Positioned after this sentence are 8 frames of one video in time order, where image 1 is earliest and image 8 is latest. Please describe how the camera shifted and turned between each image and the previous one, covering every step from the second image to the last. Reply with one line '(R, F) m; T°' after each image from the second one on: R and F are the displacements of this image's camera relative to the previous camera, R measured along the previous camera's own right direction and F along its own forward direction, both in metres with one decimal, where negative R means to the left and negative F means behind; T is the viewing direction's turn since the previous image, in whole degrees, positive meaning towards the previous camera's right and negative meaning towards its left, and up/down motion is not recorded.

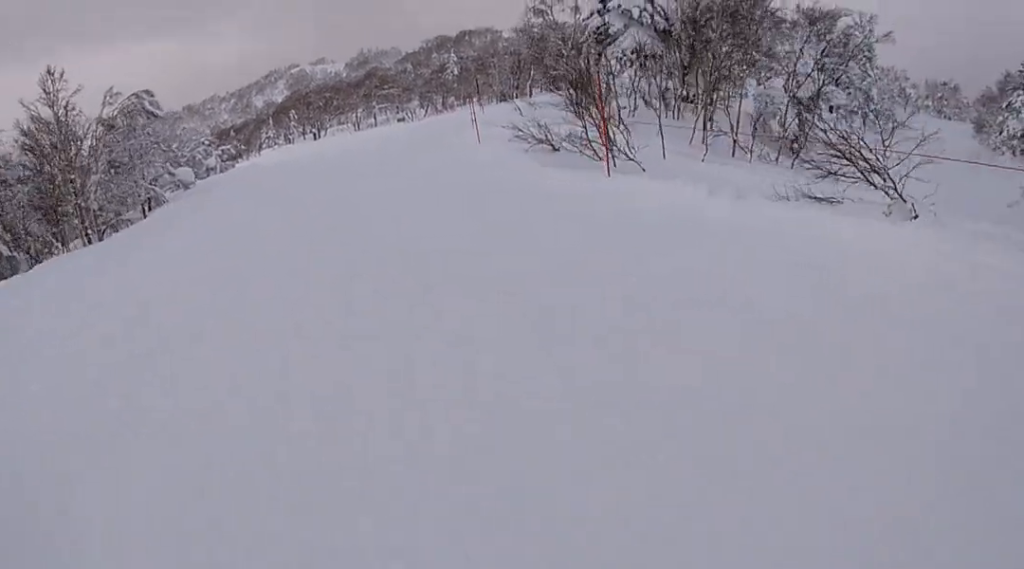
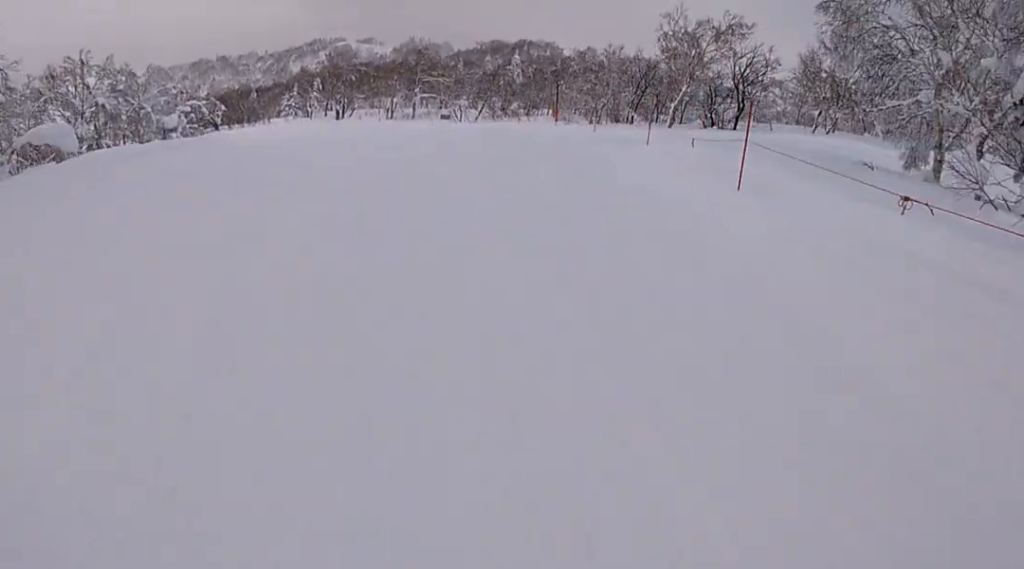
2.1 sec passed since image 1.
(0.0, +23.8) m; -6°
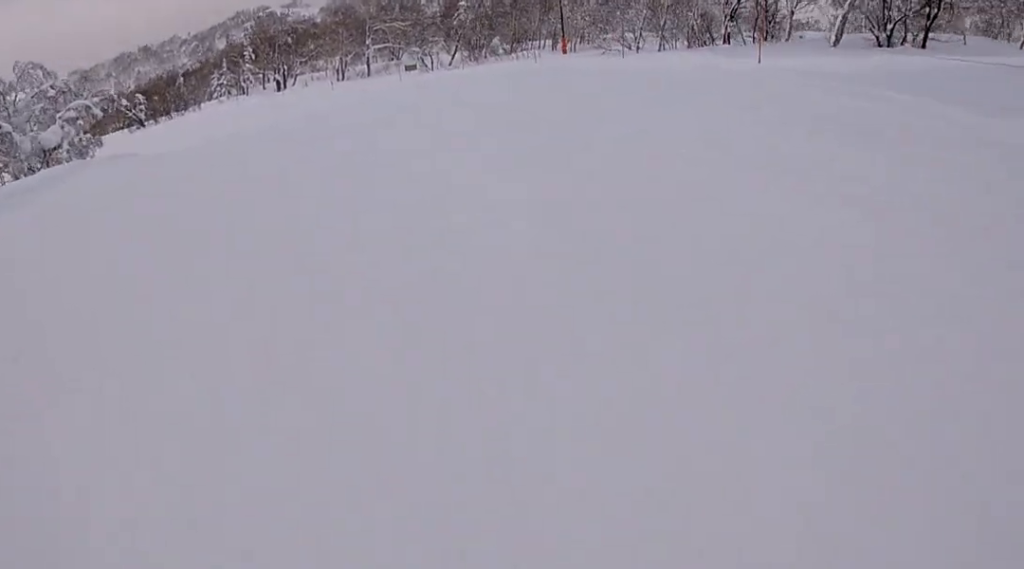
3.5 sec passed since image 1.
(-0.6, +16.2) m; +11°
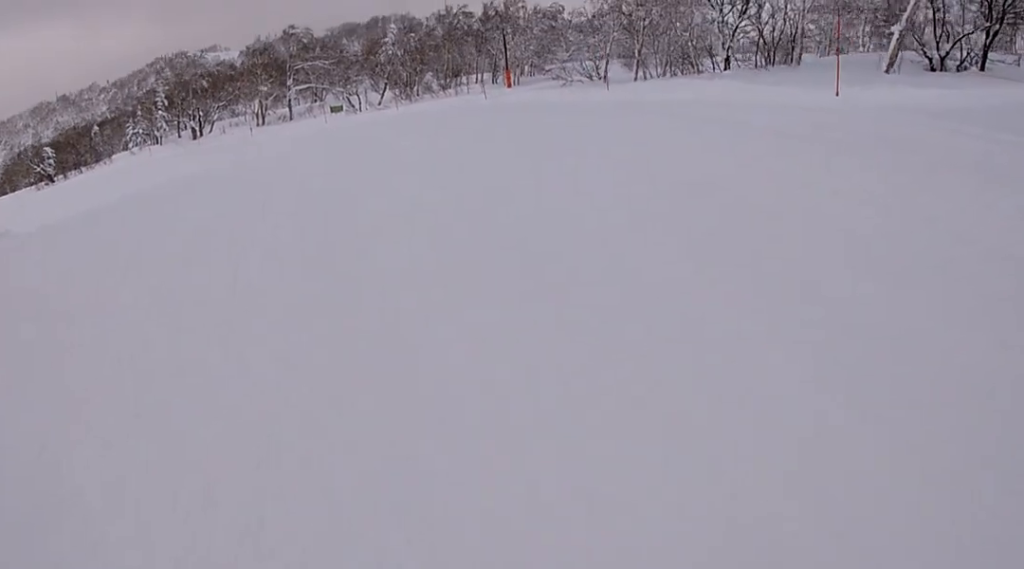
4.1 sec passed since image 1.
(+1.6, +7.3) m; +4°
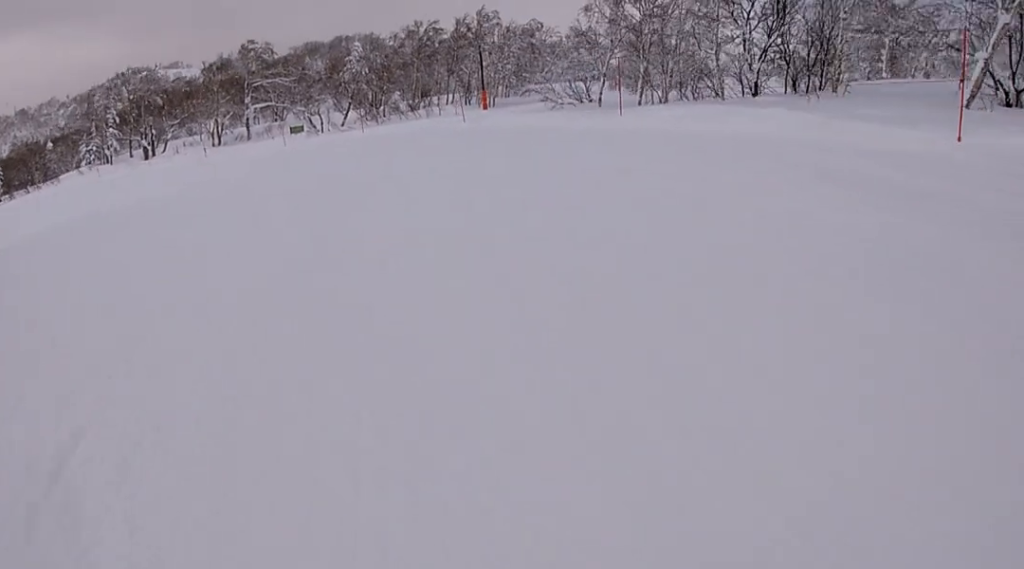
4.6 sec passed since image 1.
(+0.5, +5.0) m; +2°
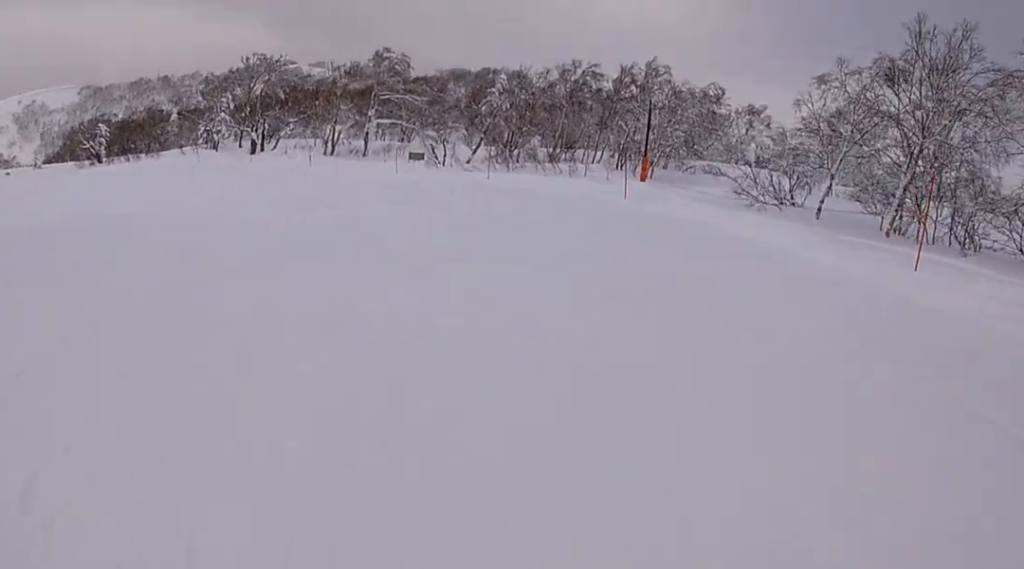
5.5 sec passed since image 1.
(-1.1, +9.8) m; -3°
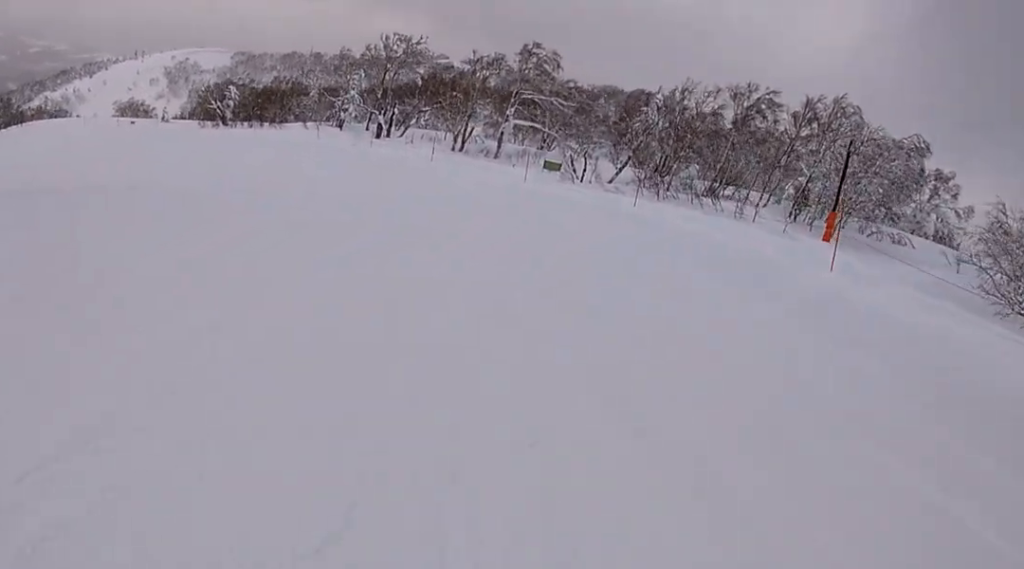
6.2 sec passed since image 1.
(+0.5, +7.0) m; -10°
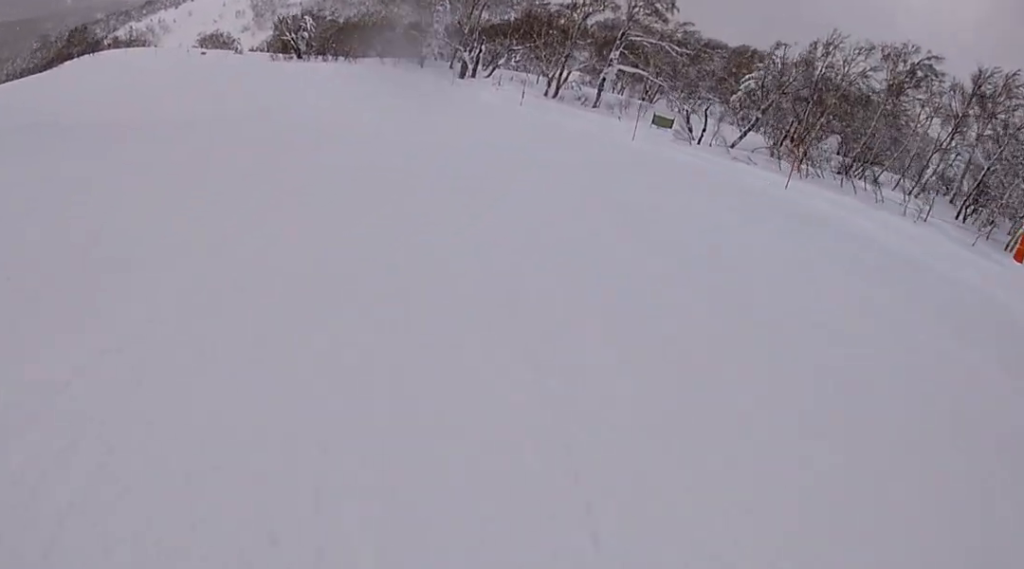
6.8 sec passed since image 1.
(-0.5, +6.3) m; -11°
